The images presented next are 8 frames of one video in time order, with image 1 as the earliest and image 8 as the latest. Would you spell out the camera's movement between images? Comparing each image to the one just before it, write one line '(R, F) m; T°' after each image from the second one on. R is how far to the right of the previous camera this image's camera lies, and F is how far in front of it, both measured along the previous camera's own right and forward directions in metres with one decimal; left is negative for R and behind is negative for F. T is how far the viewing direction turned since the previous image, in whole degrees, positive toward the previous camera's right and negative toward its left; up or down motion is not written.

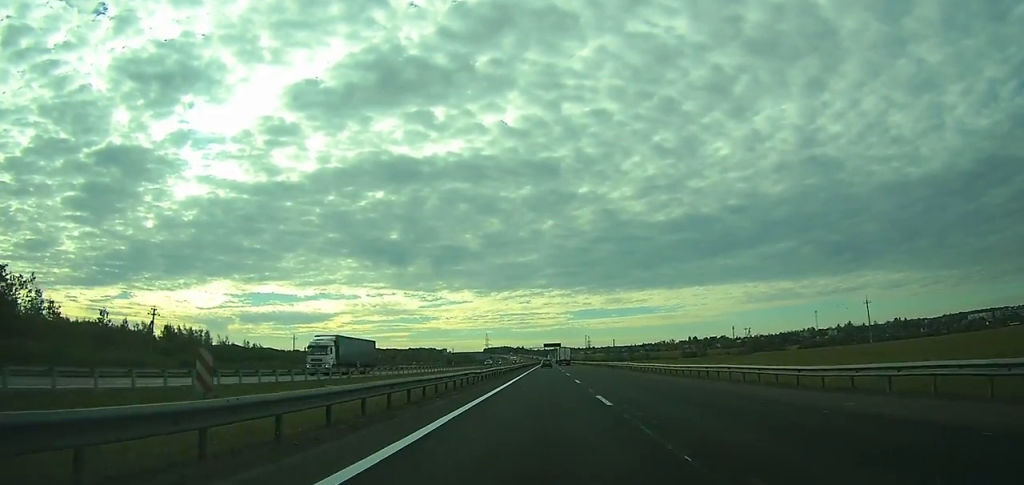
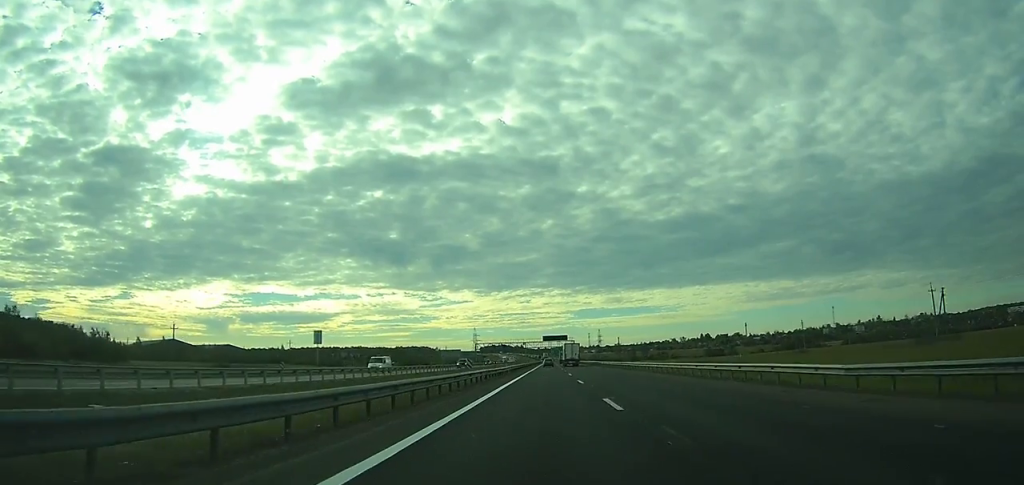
(-0.1, +90.7) m; 0°
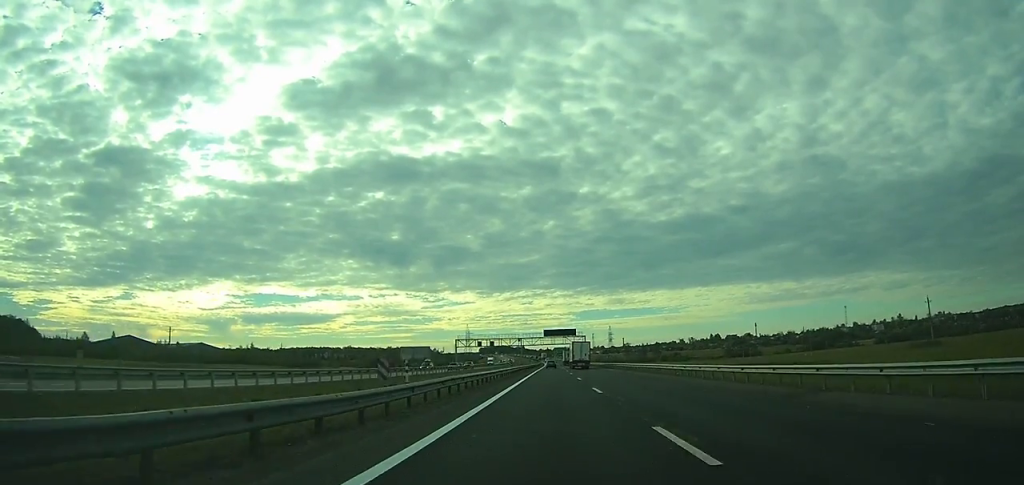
(0.0, +55.9) m; 0°
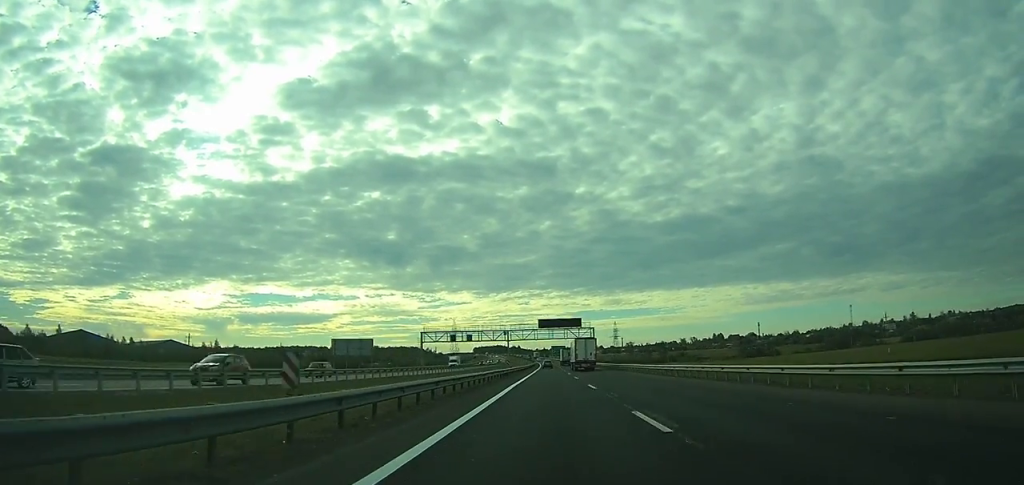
(0.0, +45.3) m; 0°
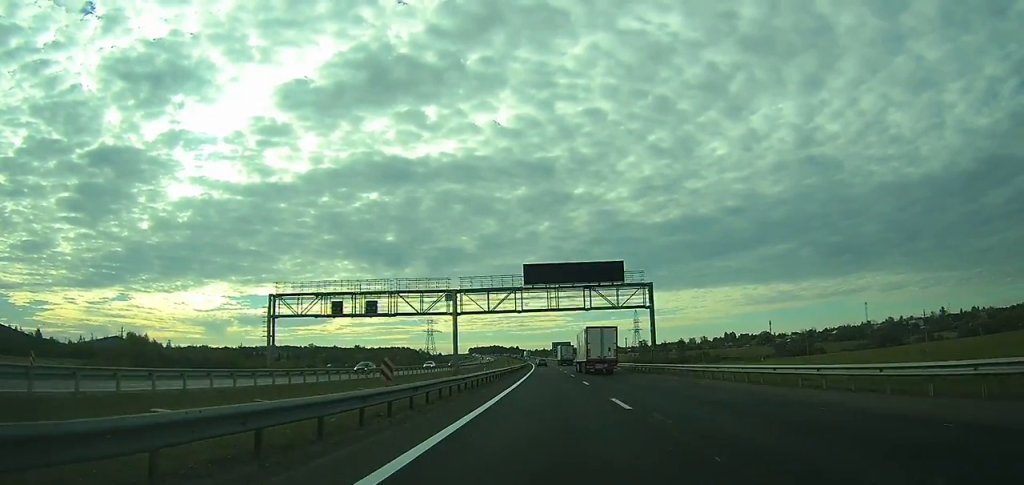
(0.0, +74.6) m; 0°
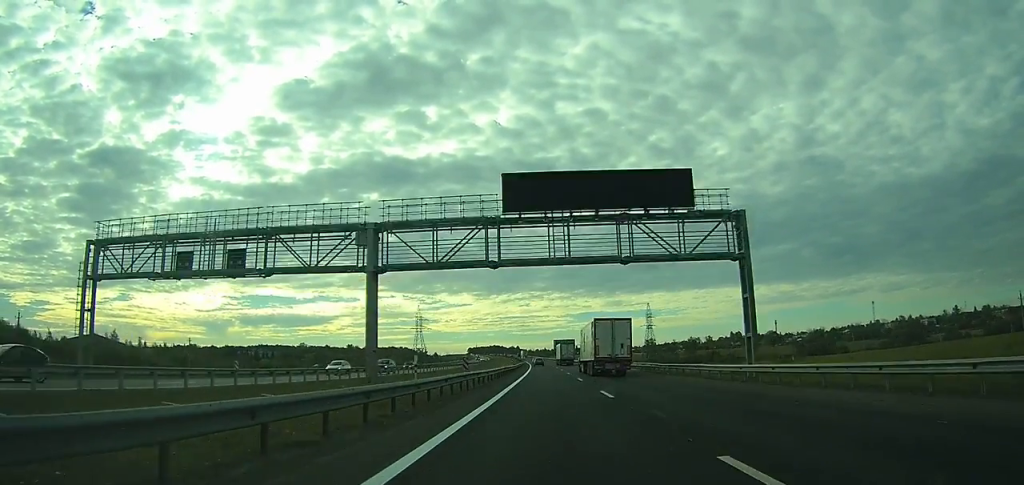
(0.0, +28.0) m; 0°
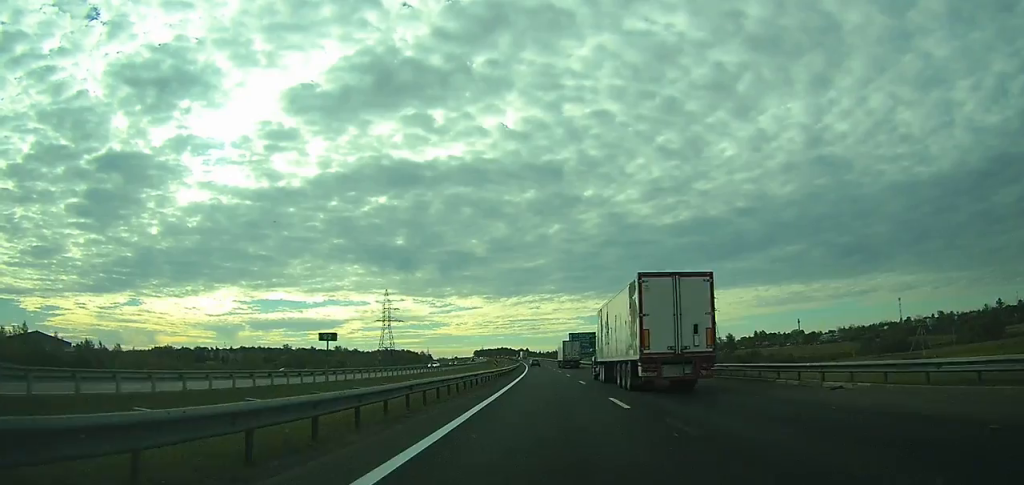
(-0.3, +66.7) m; -1°
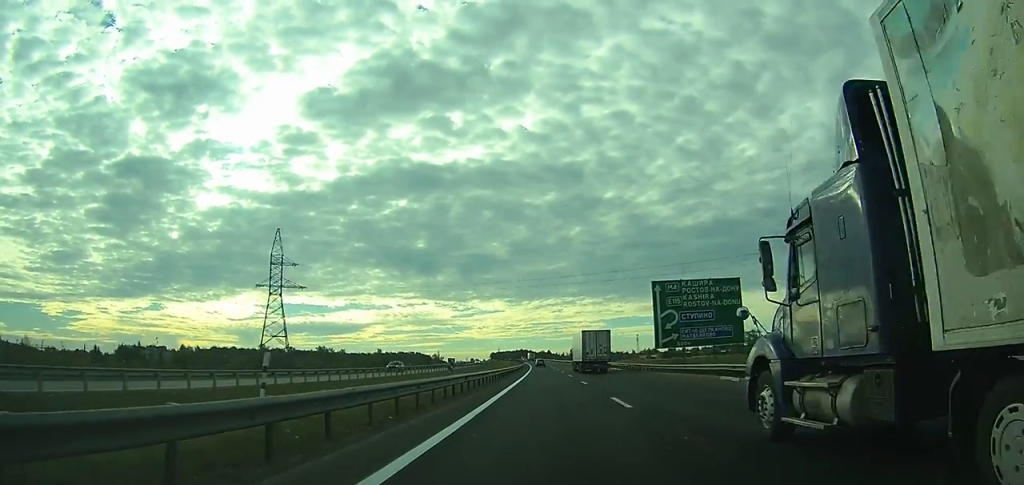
(-2.1, +101.3) m; -2°
